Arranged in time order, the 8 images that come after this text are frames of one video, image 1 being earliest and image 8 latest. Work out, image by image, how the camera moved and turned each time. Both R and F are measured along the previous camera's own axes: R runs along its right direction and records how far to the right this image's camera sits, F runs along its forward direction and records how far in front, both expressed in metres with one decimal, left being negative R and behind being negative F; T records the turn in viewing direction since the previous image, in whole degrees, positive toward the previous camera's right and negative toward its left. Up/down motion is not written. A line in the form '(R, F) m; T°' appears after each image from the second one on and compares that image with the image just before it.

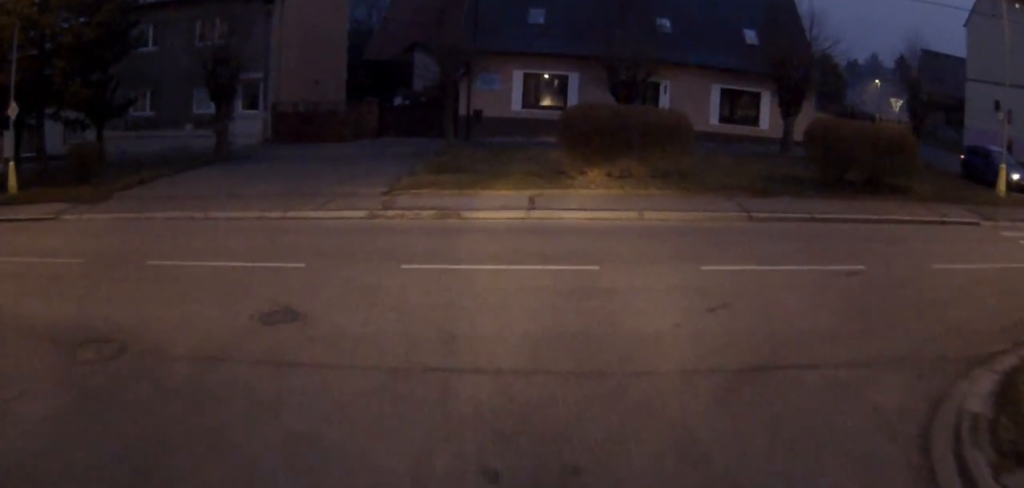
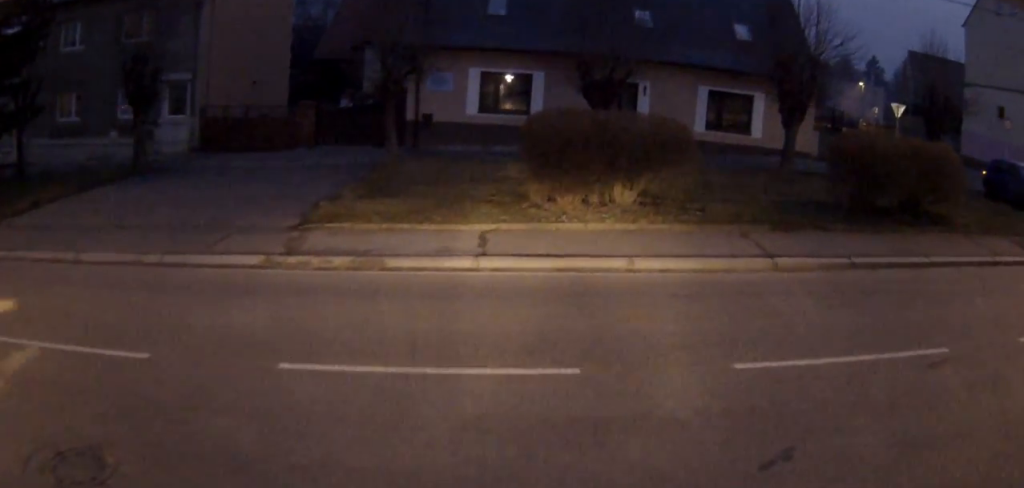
(+1.2, +5.4) m; +31°
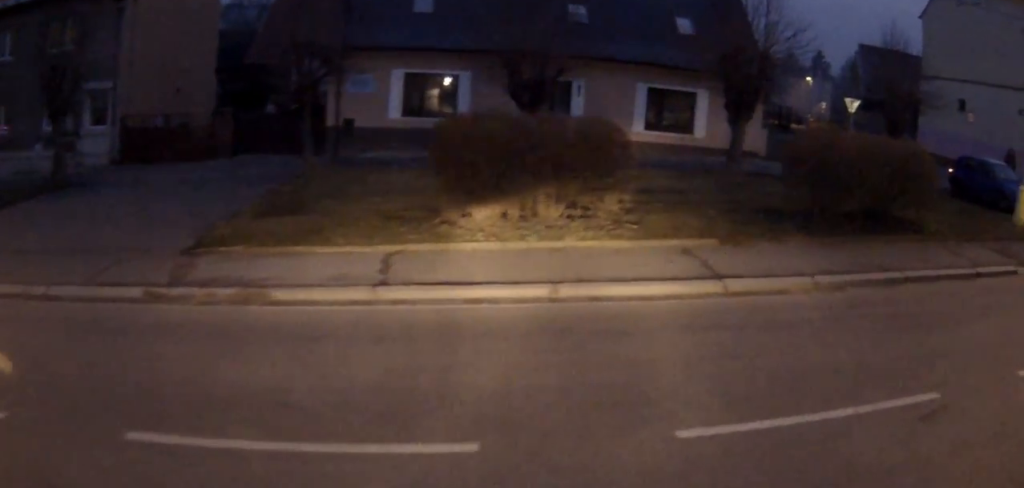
(+0.4, +2.3) m; +14°
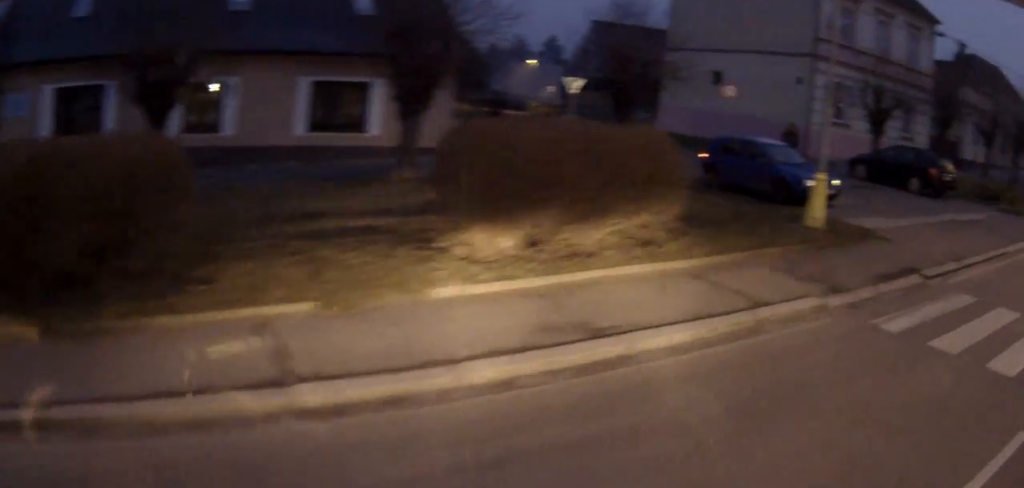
(+0.6, +3.9) m; +17°
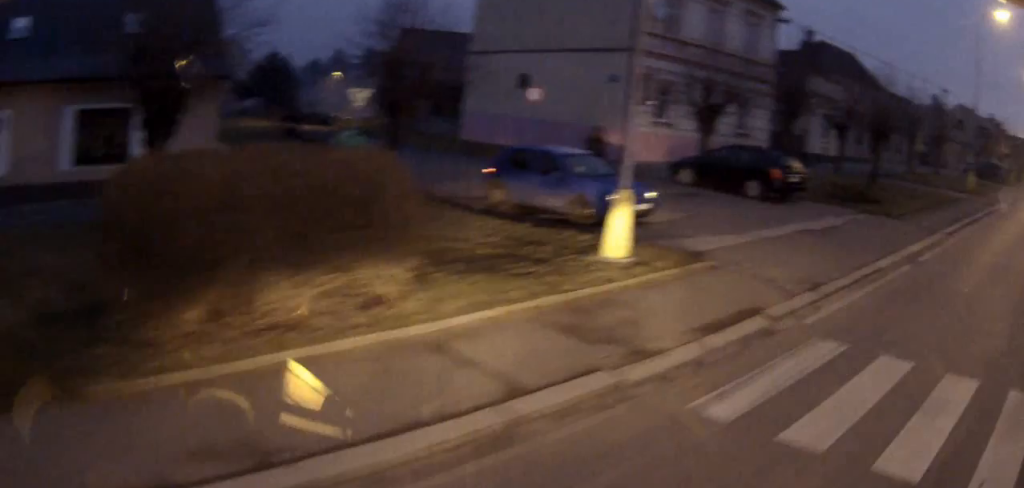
(+0.2, +2.4) m; +10°
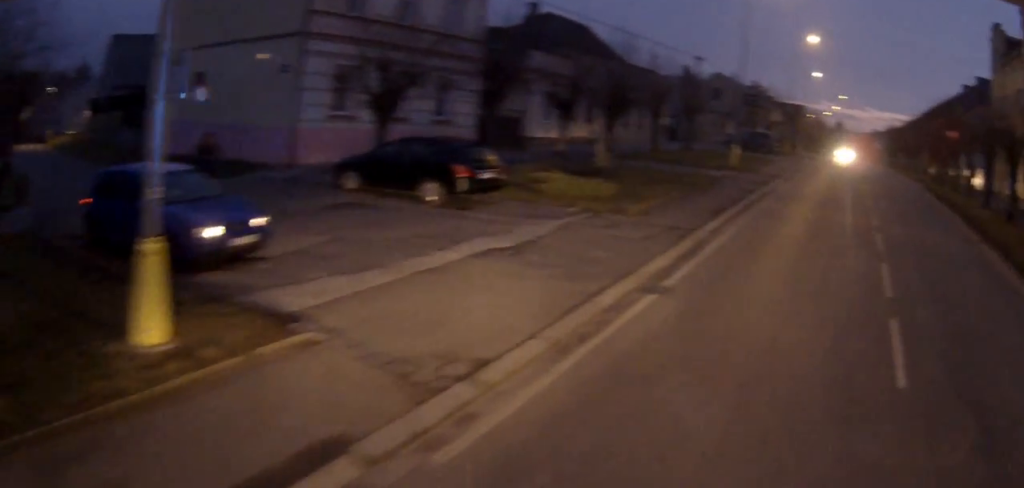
(+0.5, +3.7) m; +13°
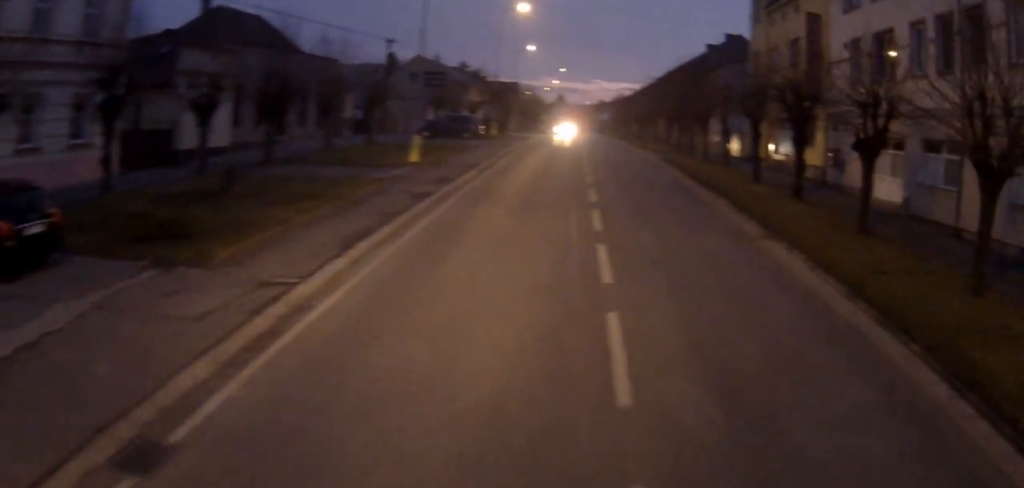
(+0.6, +6.0) m; +6°
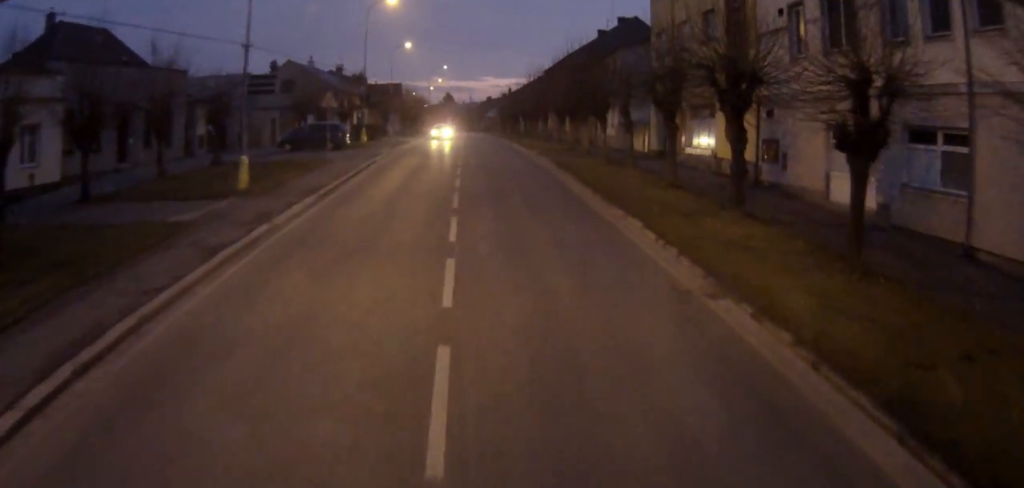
(-0.1, +5.9) m; -2°
